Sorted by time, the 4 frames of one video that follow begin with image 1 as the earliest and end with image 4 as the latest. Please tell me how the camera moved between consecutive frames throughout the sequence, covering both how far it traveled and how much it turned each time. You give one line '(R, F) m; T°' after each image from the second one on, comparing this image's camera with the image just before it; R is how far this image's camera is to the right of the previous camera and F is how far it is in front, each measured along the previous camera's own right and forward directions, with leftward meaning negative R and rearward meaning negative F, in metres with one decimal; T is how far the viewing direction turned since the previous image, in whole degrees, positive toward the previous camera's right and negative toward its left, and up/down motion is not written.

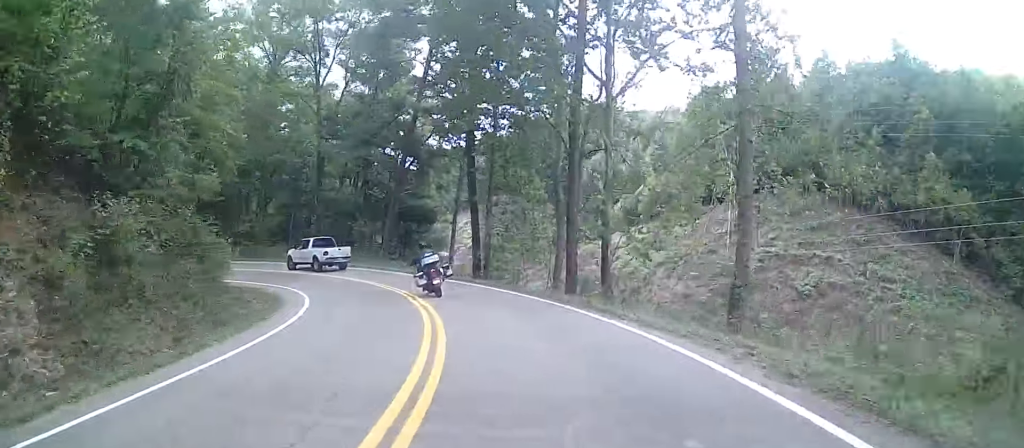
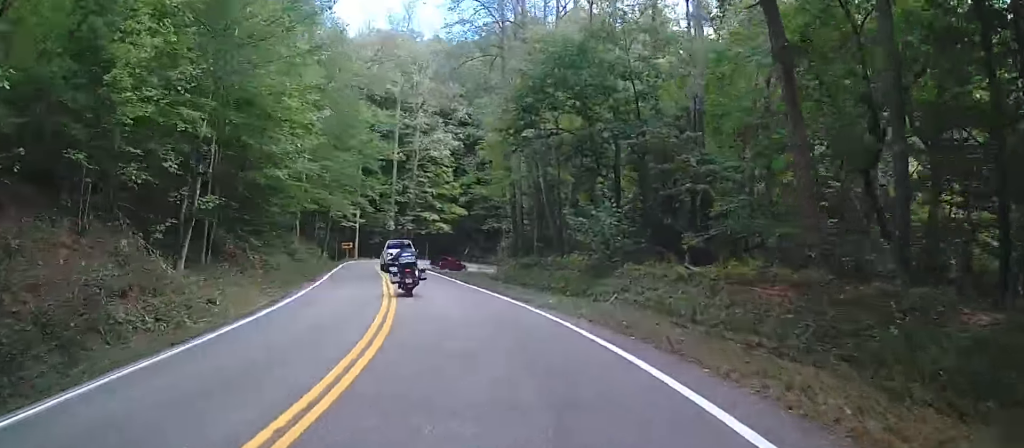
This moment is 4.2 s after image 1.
(-22.6, +69.5) m; -37°
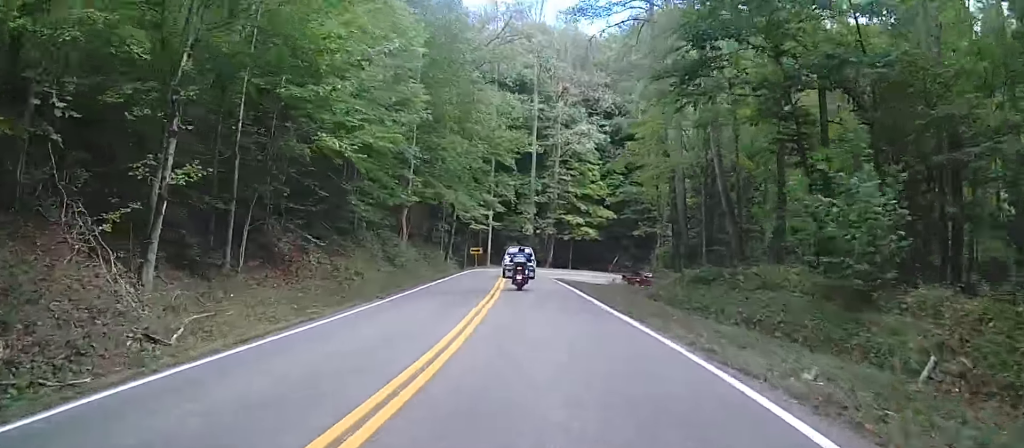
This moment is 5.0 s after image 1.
(-0.9, +9.4) m; -2°
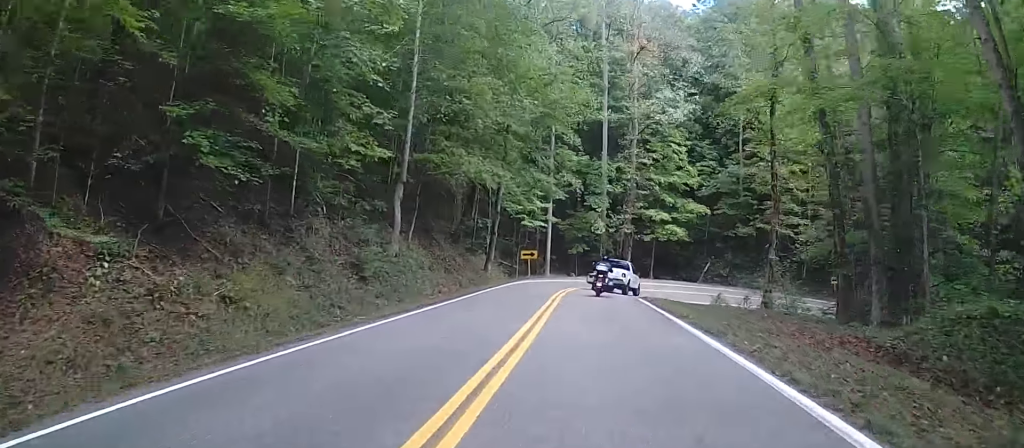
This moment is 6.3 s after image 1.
(+0.9, +12.2) m; +5°
